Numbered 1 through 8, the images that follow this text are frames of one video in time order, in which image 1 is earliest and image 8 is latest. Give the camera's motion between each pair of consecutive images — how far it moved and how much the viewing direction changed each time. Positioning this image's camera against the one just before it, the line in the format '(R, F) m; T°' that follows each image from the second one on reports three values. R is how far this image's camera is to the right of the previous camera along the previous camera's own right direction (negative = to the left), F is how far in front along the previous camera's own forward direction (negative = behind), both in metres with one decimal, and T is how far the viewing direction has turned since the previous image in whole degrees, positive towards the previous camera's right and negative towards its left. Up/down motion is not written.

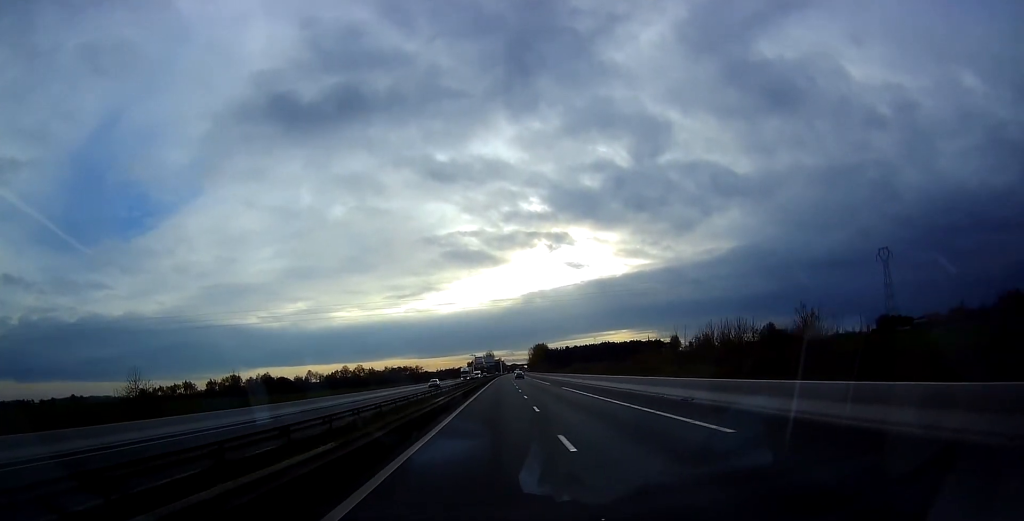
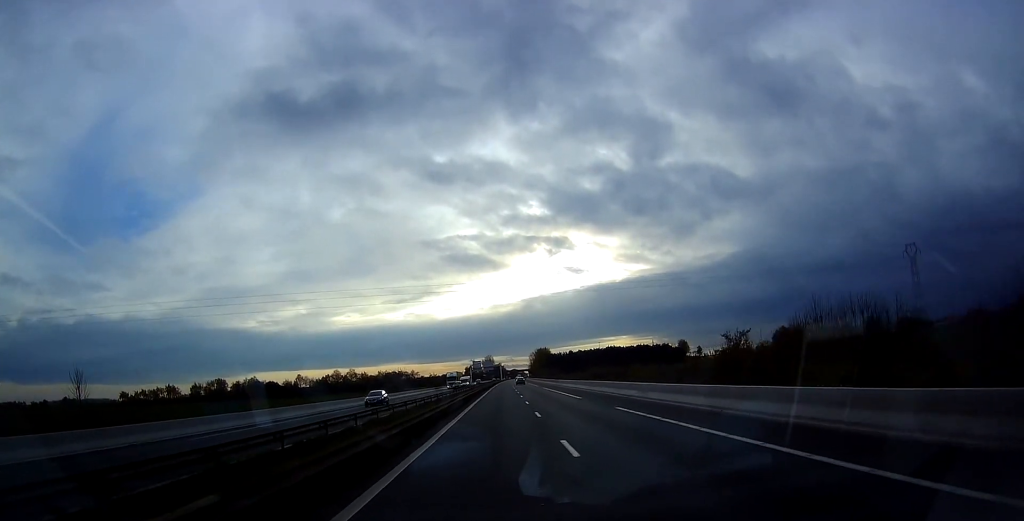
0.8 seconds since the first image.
(0.0, +24.6) m; 0°
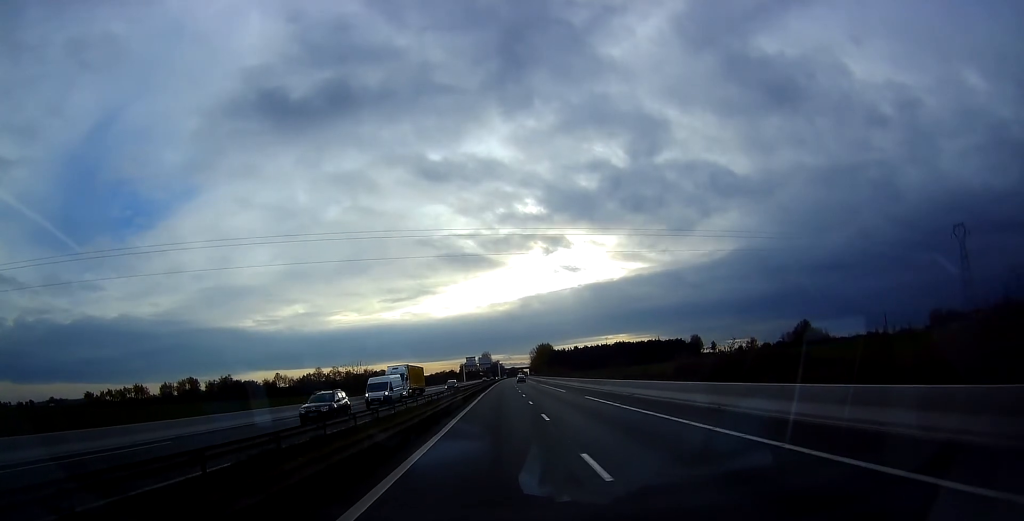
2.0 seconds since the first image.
(0.0, +40.4) m; 0°
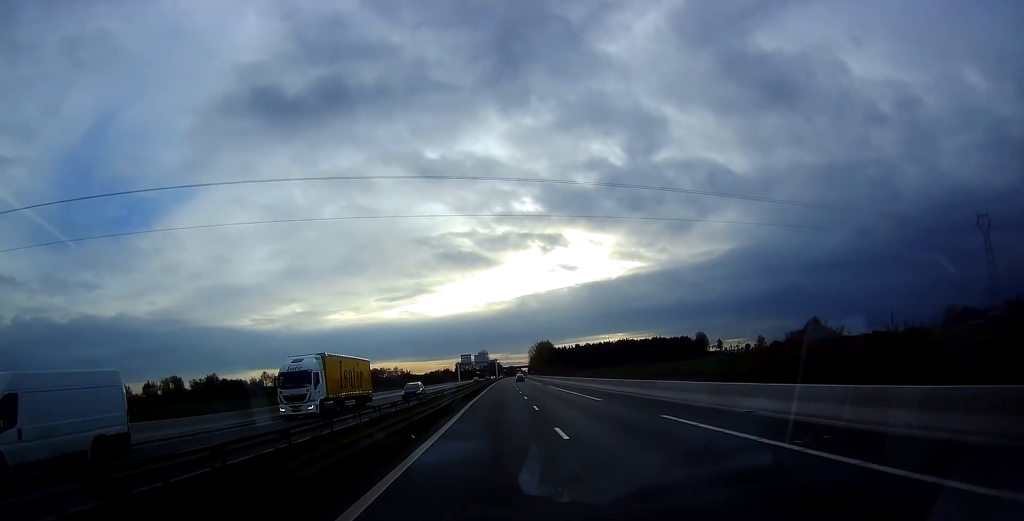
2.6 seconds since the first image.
(+0.2, +19.0) m; 0°
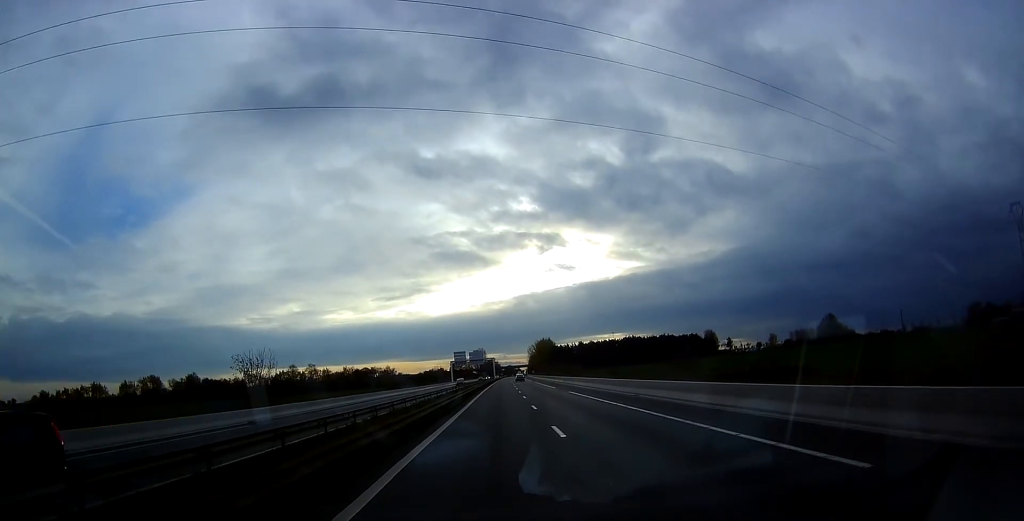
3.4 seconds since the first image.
(+0.1, +24.5) m; 0°
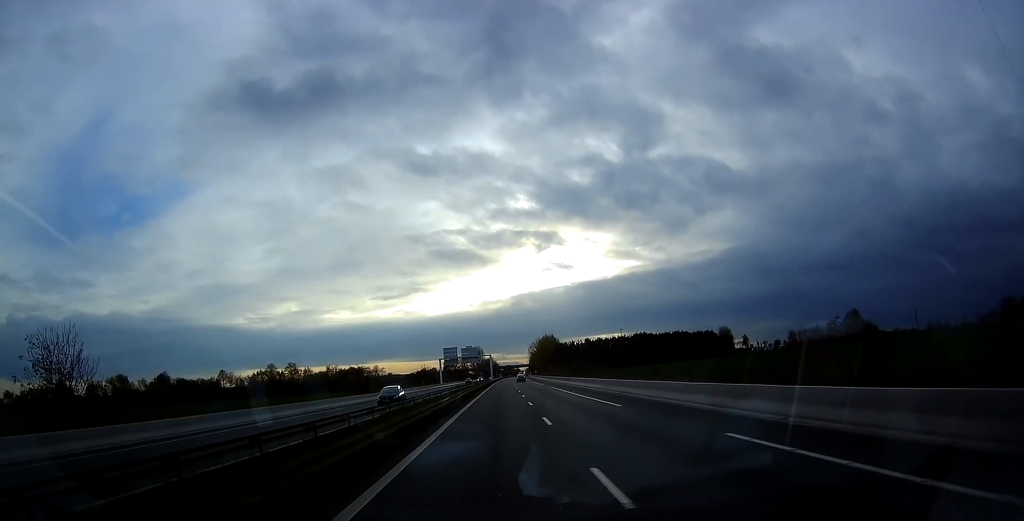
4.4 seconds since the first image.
(-0.2, +33.0) m; 0°
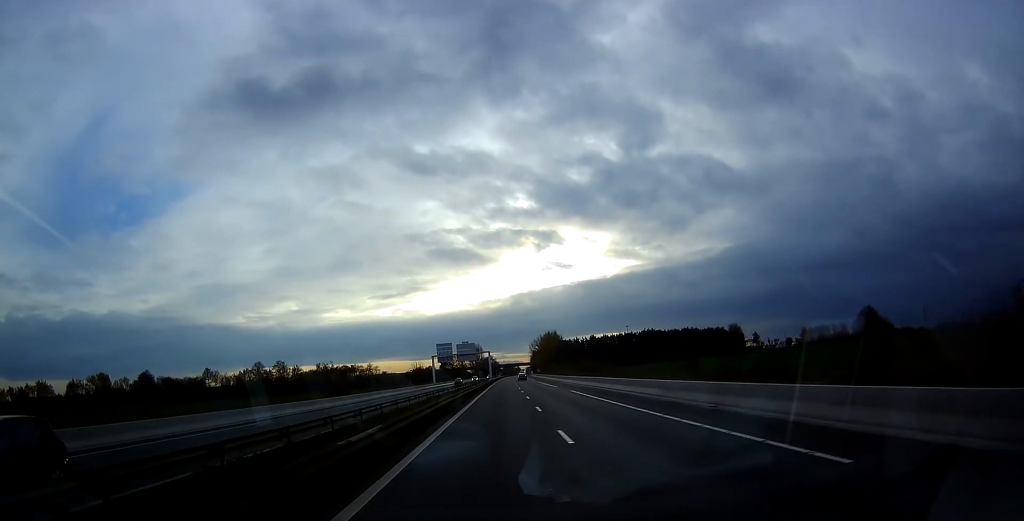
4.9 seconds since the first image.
(+0.1, +18.3) m; +1°
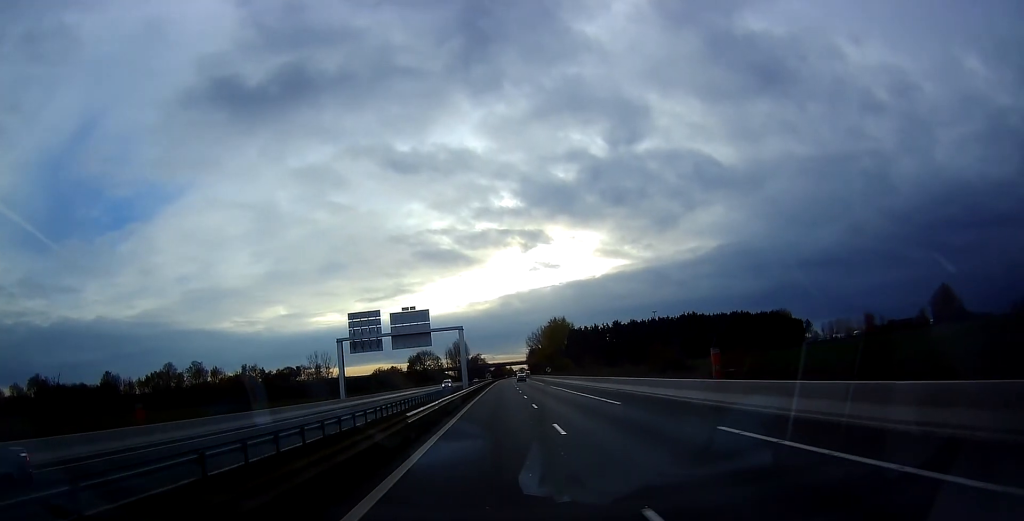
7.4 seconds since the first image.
(+0.1, +84.2) m; 0°
